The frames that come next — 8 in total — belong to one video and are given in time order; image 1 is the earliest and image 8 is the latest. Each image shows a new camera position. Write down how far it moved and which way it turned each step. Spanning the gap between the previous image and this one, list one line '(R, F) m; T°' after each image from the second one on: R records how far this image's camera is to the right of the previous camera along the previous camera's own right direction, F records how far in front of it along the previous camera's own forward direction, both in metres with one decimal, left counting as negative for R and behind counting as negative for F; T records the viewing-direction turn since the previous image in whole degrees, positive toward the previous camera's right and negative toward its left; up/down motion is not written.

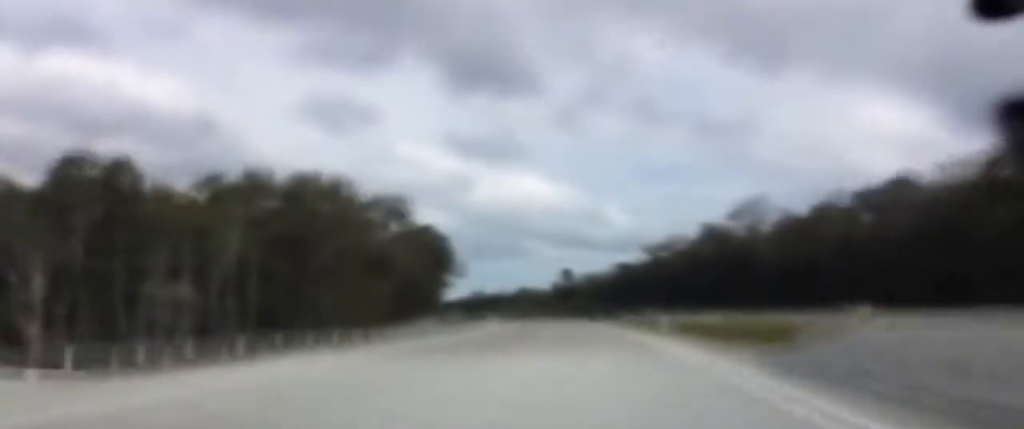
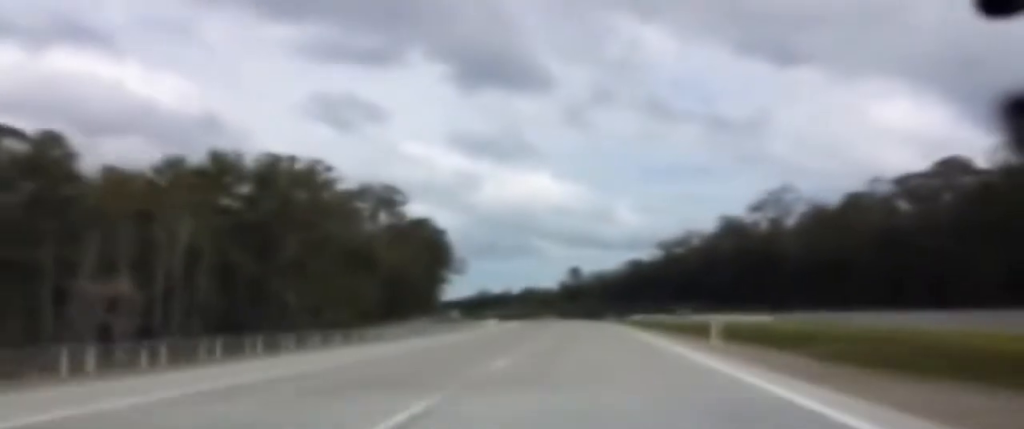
(-0.1, +14.2) m; -1°
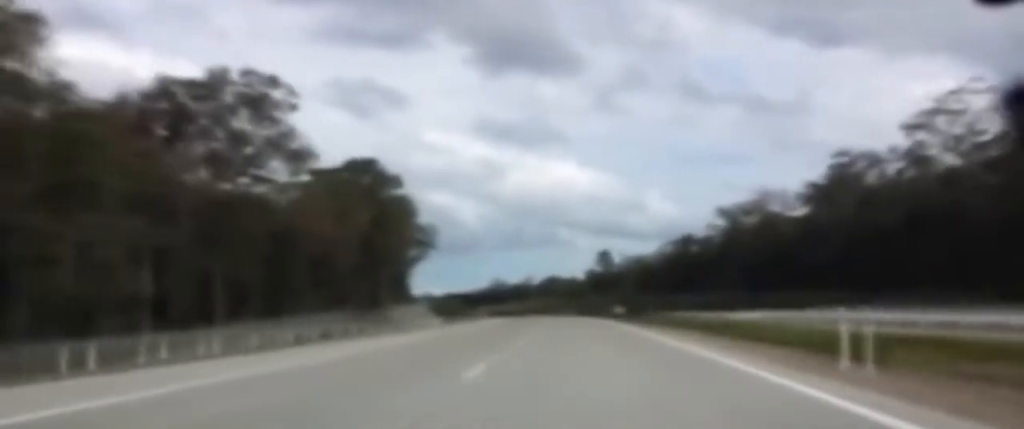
(-1.5, +71.7) m; -3°
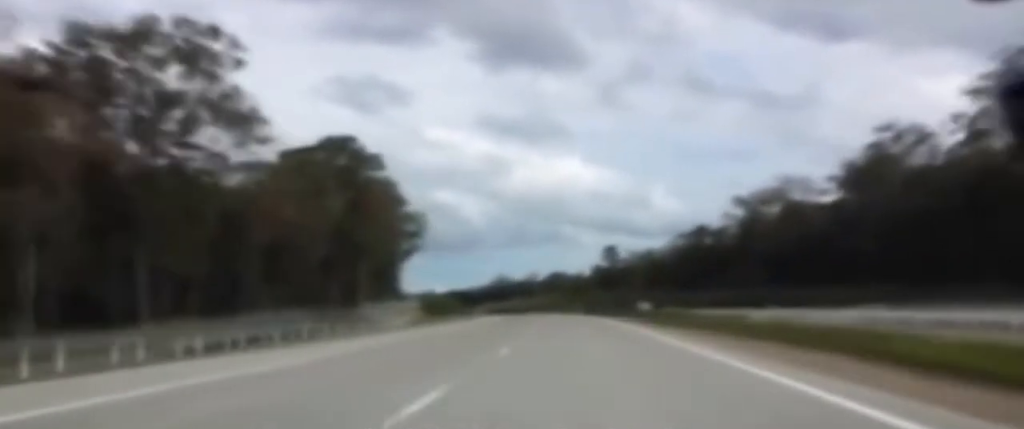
(-0.1, +16.2) m; -1°
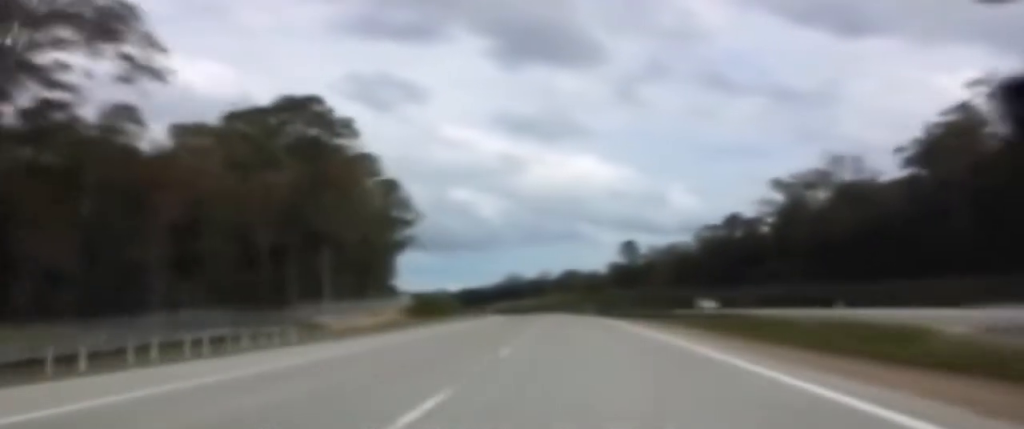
(-0.2, +23.2) m; -1°
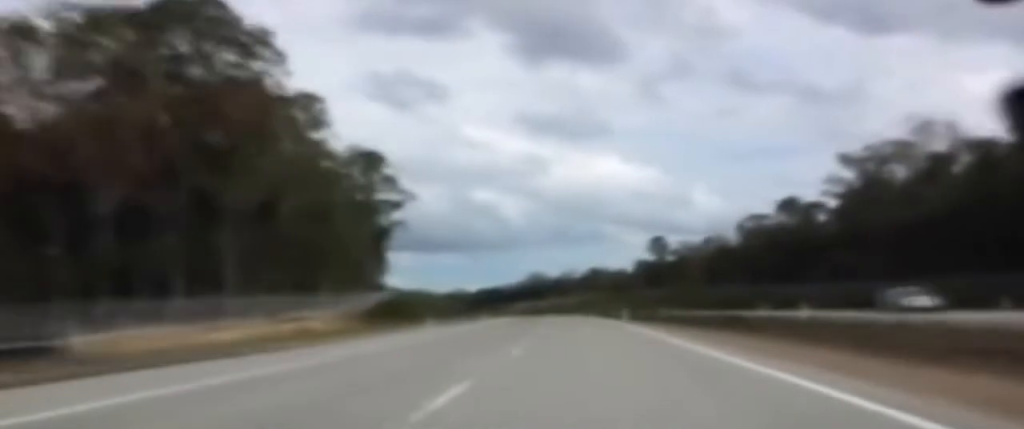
(-0.3, +32.4) m; 0°
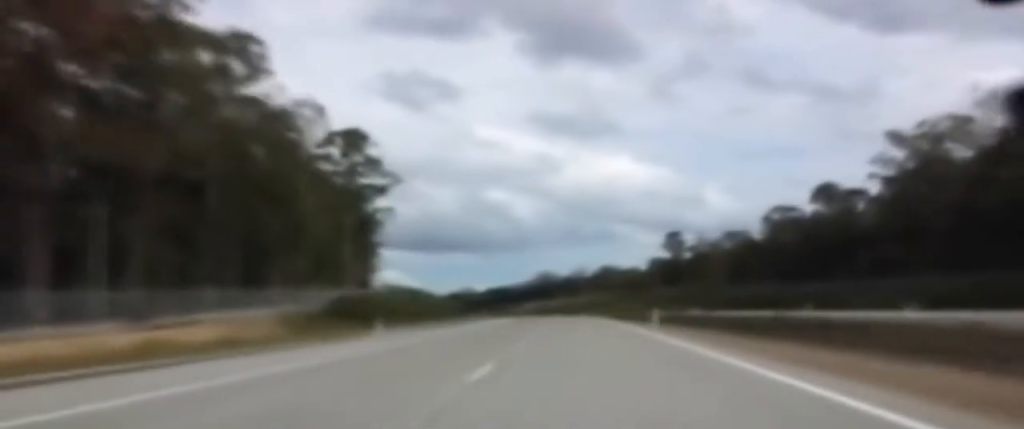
(+0.1, +18.2) m; 0°
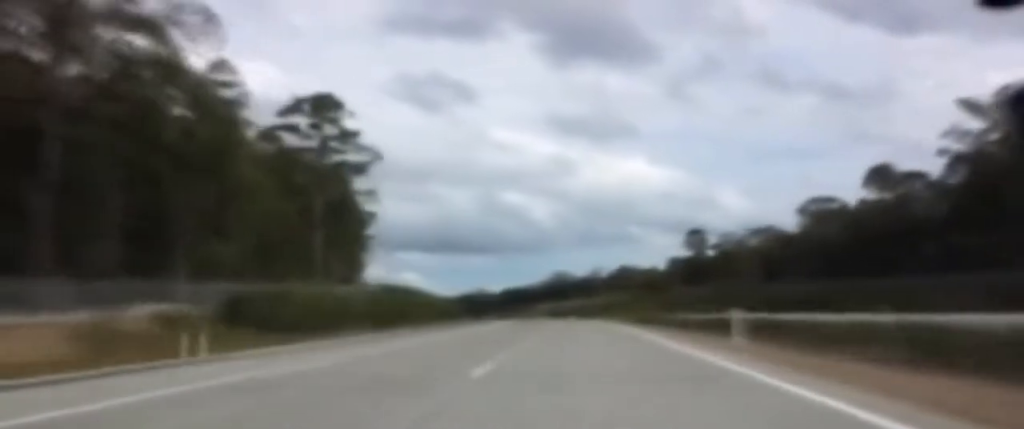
(-0.1, +21.3) m; 0°
